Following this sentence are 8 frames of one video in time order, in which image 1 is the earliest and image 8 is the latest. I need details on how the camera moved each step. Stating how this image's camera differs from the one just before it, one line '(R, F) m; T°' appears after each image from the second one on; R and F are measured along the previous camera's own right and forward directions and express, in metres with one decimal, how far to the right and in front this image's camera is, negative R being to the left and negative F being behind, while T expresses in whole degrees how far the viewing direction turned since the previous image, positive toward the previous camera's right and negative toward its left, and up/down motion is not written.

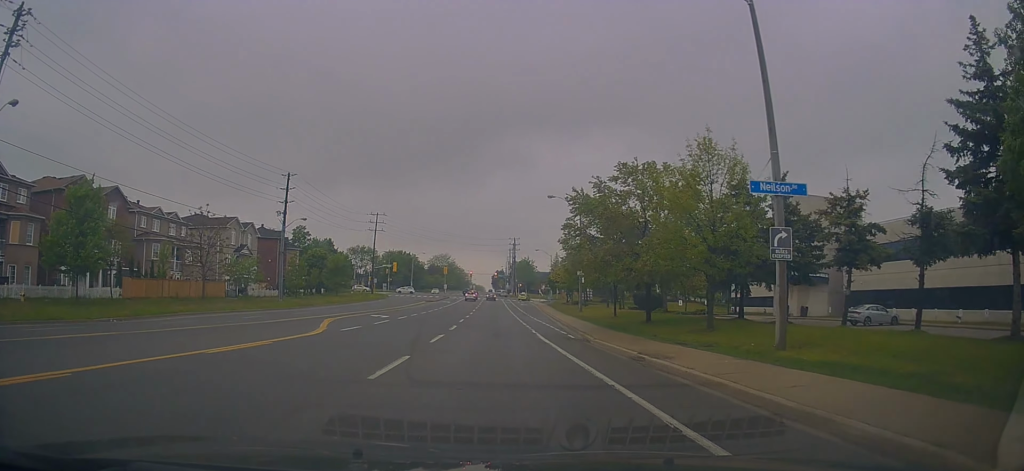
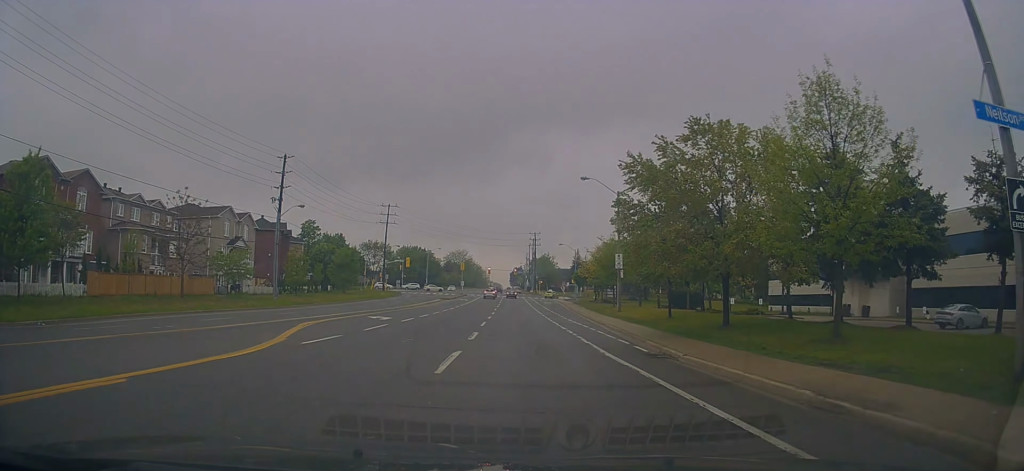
(-0.3, +7.5) m; -2°
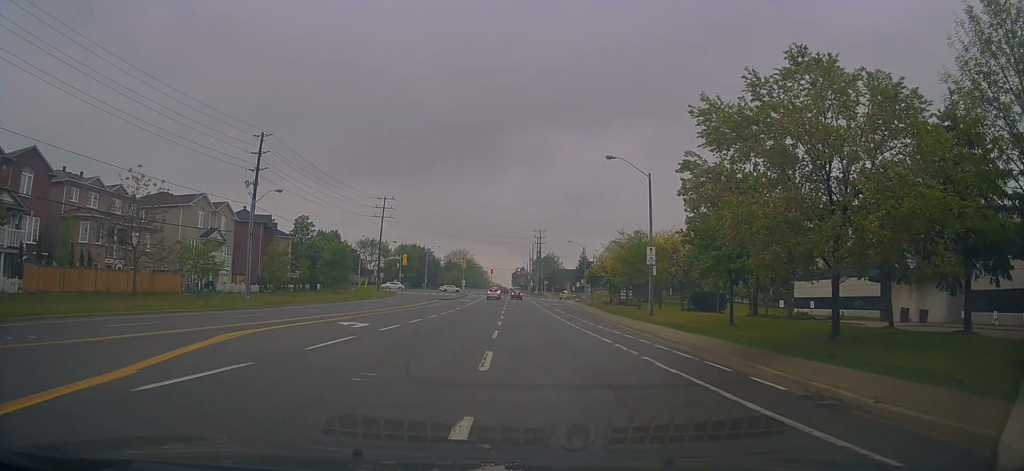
(-0.3, +7.8) m; -2°
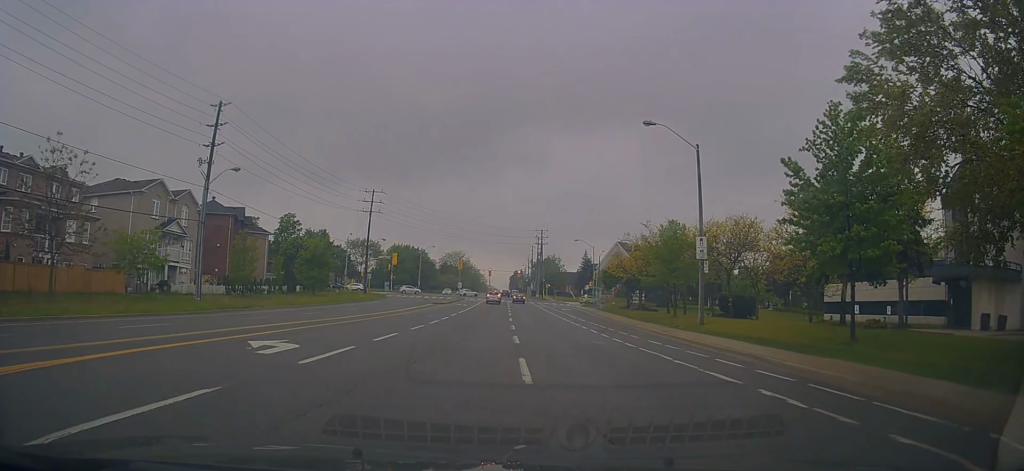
(+0.2, +9.2) m; -1°
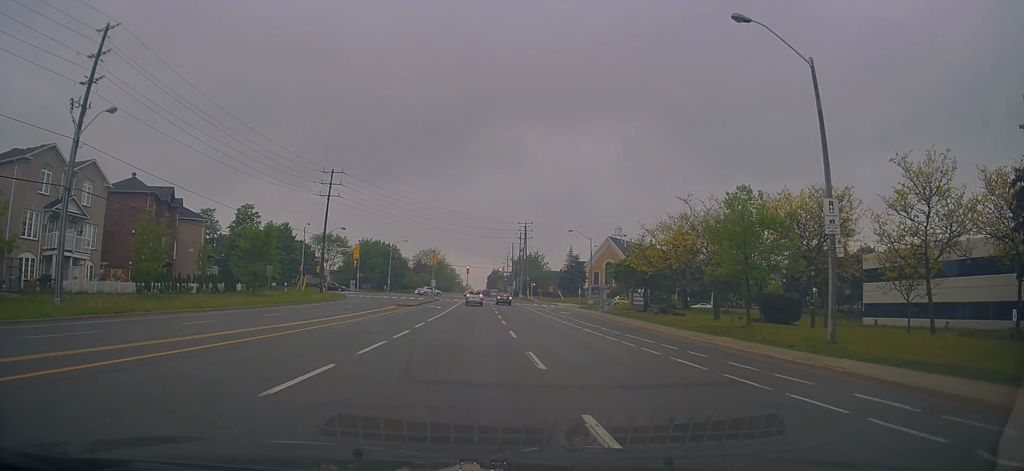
(-0.2, +13.9) m; +4°
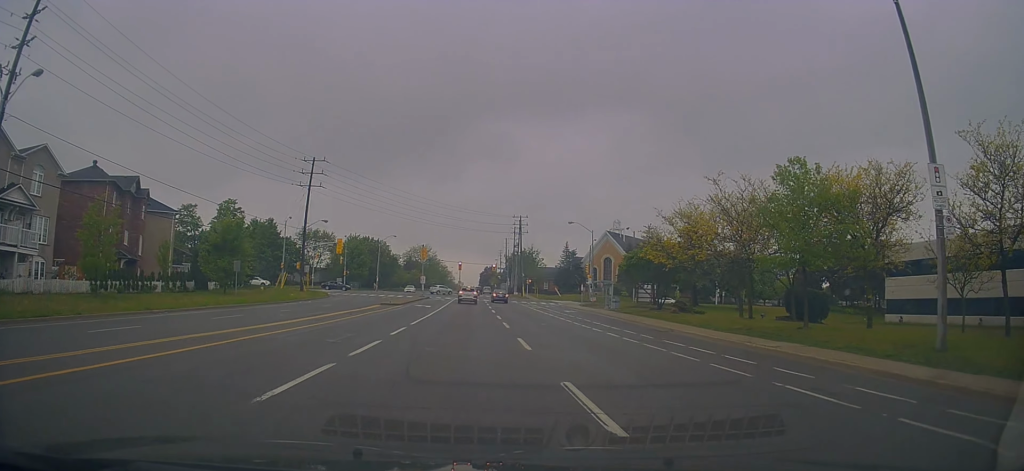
(+0.2, +5.8) m; +2°
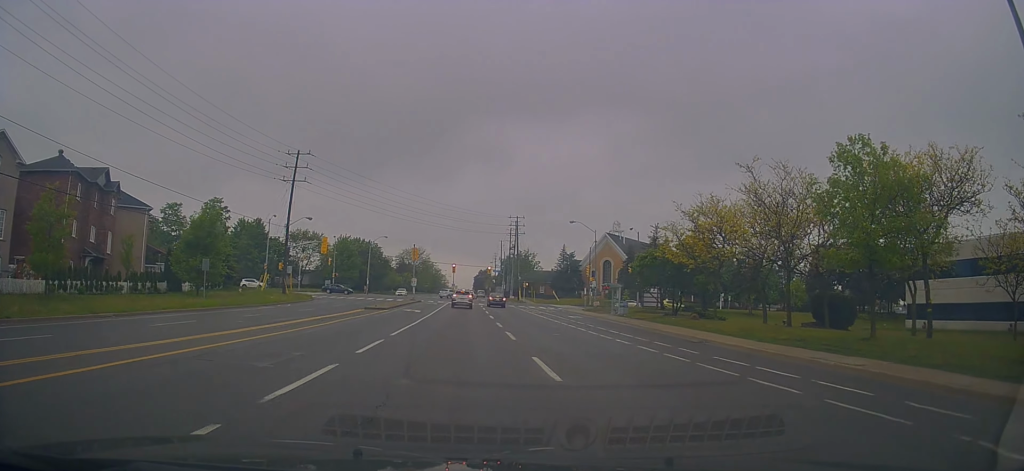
(+0.3, +4.8) m; 0°
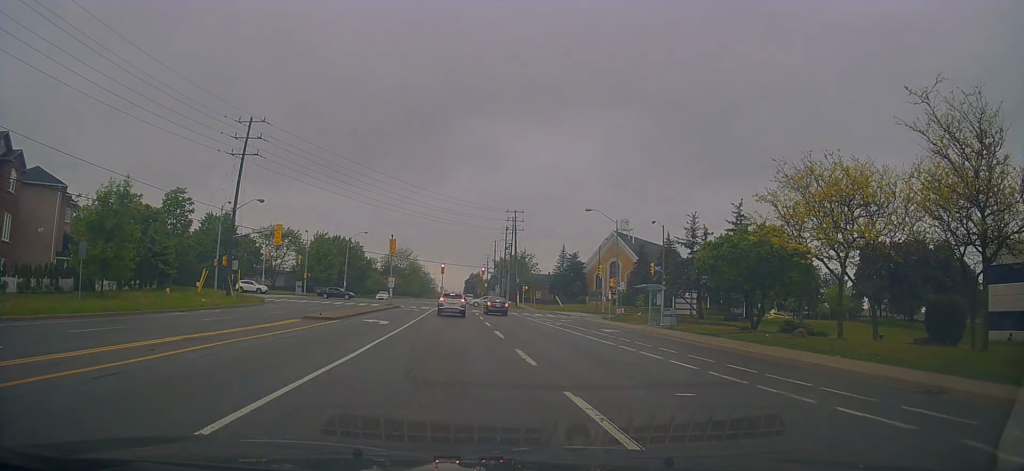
(0.0, +13.4) m; +2°
